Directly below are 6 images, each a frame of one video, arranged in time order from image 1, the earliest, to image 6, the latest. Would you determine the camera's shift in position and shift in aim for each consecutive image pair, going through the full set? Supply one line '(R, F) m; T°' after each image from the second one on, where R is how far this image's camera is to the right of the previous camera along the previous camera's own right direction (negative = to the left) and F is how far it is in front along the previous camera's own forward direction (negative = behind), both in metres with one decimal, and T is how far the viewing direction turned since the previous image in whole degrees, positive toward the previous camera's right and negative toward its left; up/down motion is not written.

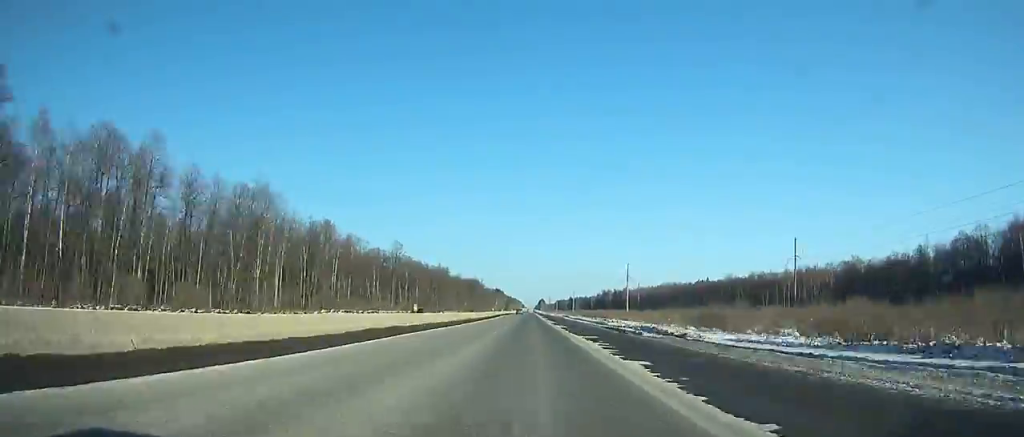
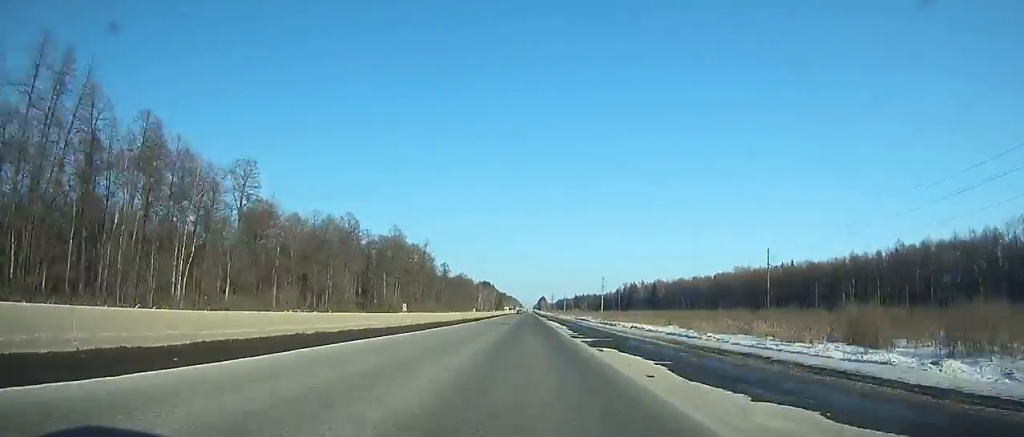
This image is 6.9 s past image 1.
(+0.1, +193.6) m; 0°
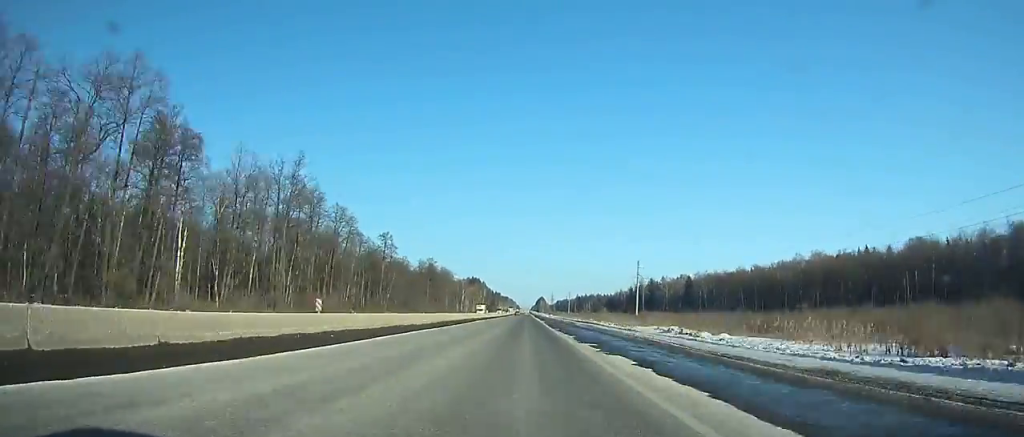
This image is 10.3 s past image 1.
(+0.2, +95.7) m; 0°
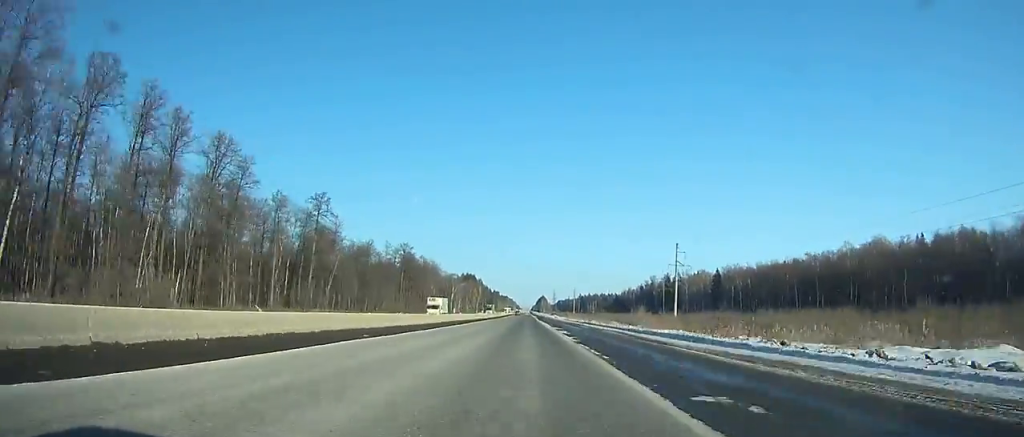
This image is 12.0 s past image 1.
(0.0, +47.9) m; 0°
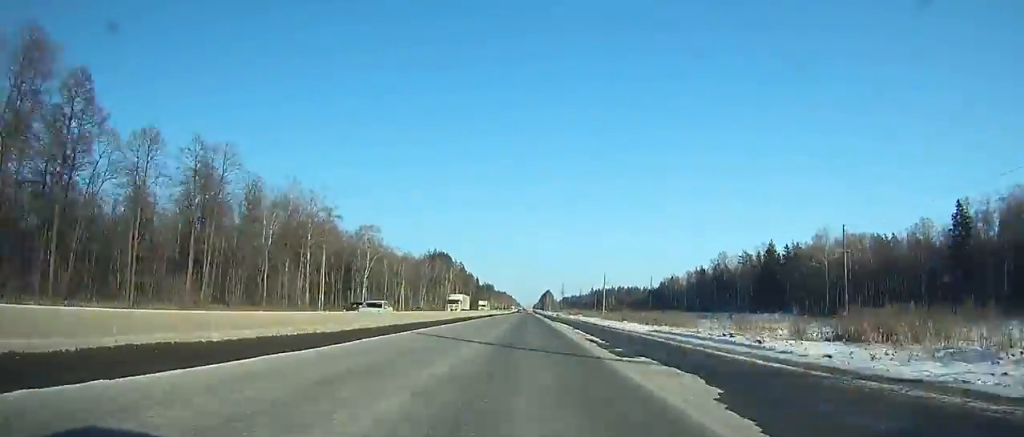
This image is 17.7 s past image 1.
(-0.1, +159.3) m; 0°
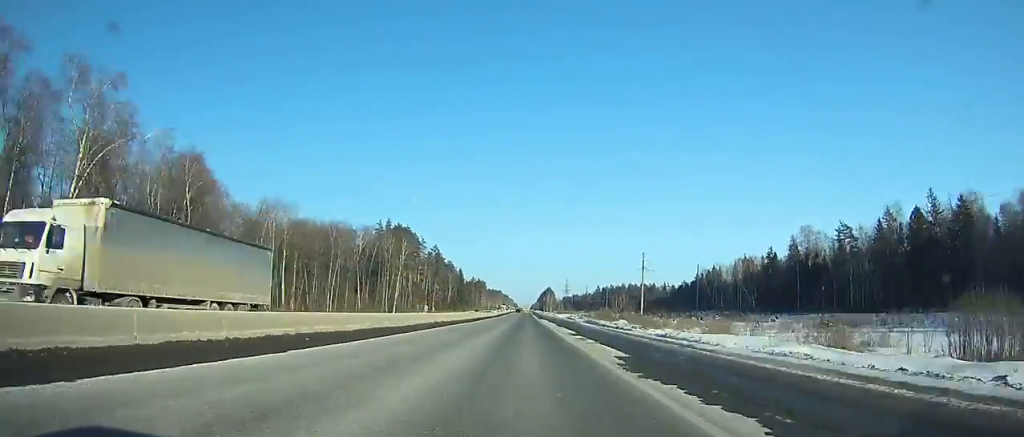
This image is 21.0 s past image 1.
(+0.1, +91.0) m; 0°
